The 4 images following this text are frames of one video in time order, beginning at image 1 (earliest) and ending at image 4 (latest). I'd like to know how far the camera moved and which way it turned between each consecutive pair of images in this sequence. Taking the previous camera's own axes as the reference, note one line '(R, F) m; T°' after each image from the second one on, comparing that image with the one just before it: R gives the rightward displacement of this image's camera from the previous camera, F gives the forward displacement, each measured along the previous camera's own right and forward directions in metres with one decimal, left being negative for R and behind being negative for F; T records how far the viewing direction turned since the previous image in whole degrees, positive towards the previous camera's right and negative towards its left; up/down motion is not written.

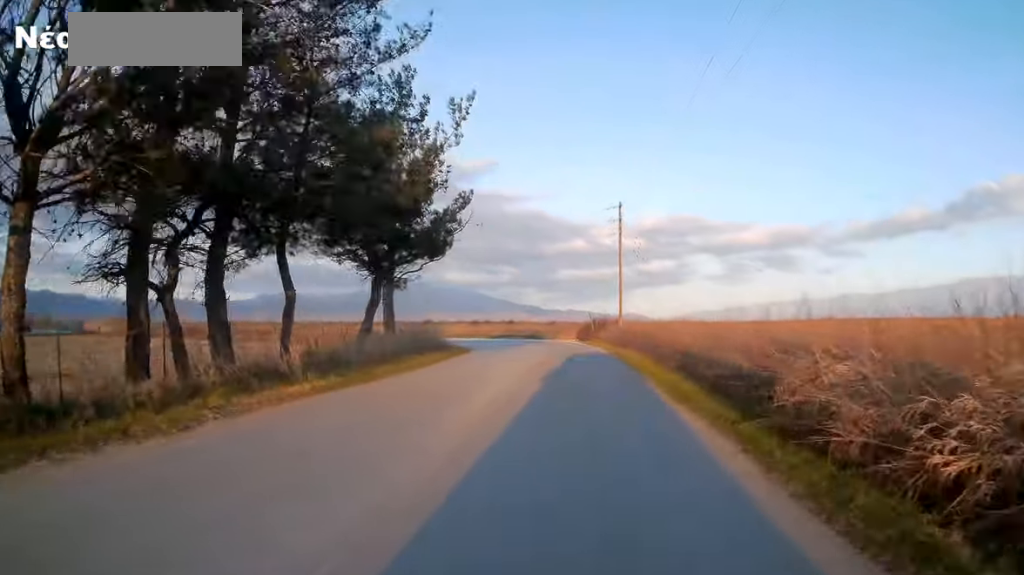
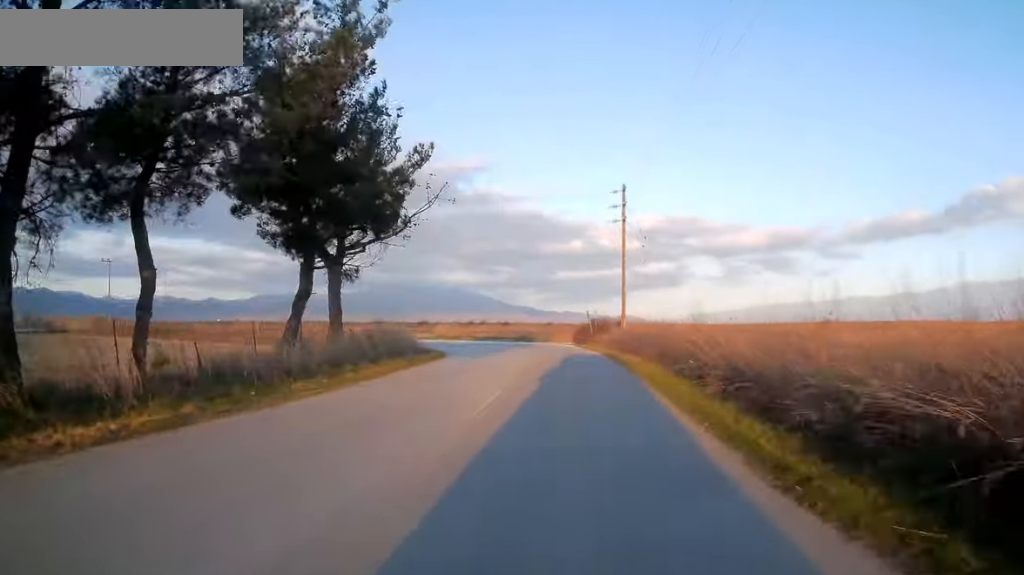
(-0.2, +7.0) m; -1°
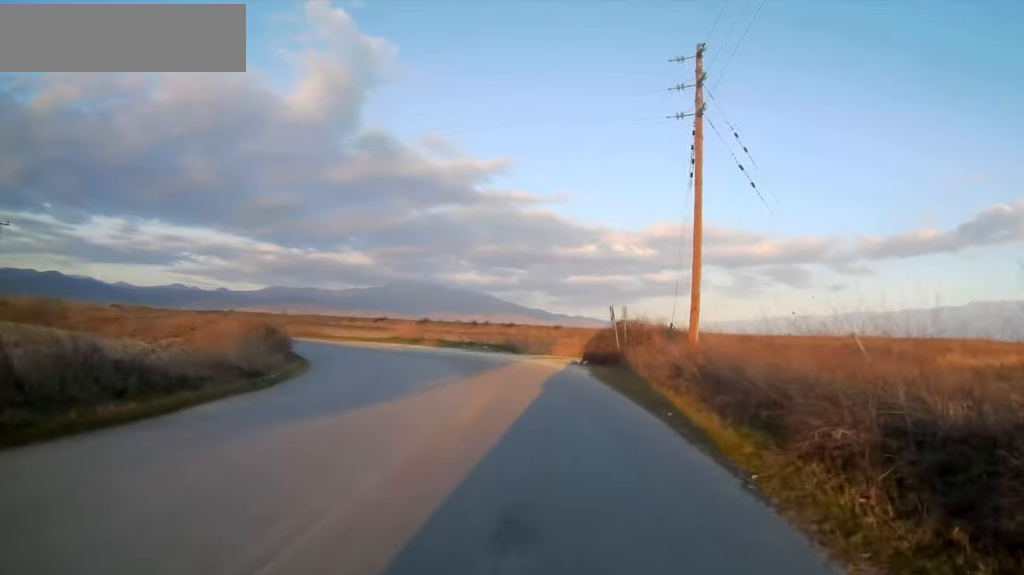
(+0.5, +24.4) m; +3°
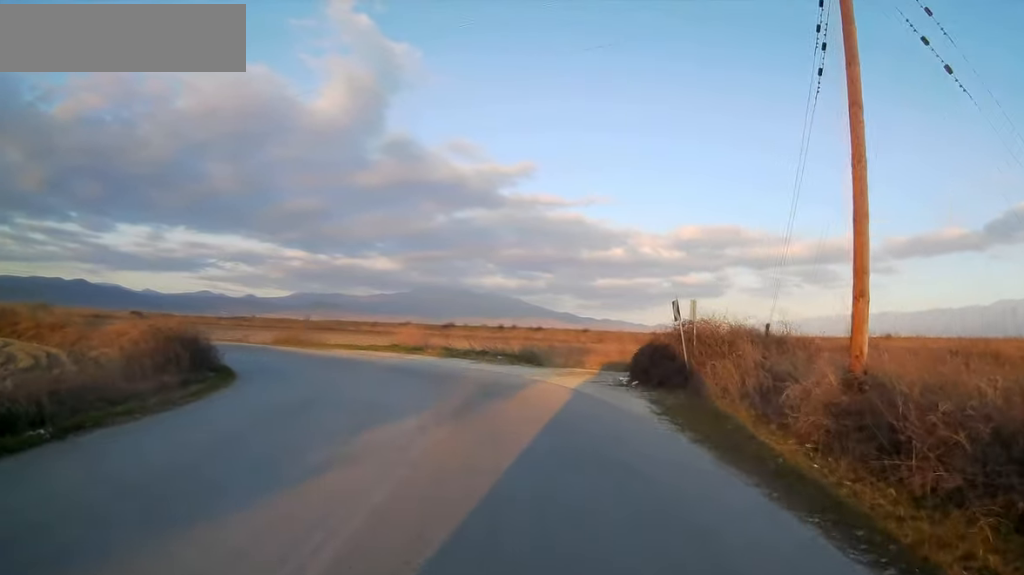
(-0.1, +10.7) m; -3°
